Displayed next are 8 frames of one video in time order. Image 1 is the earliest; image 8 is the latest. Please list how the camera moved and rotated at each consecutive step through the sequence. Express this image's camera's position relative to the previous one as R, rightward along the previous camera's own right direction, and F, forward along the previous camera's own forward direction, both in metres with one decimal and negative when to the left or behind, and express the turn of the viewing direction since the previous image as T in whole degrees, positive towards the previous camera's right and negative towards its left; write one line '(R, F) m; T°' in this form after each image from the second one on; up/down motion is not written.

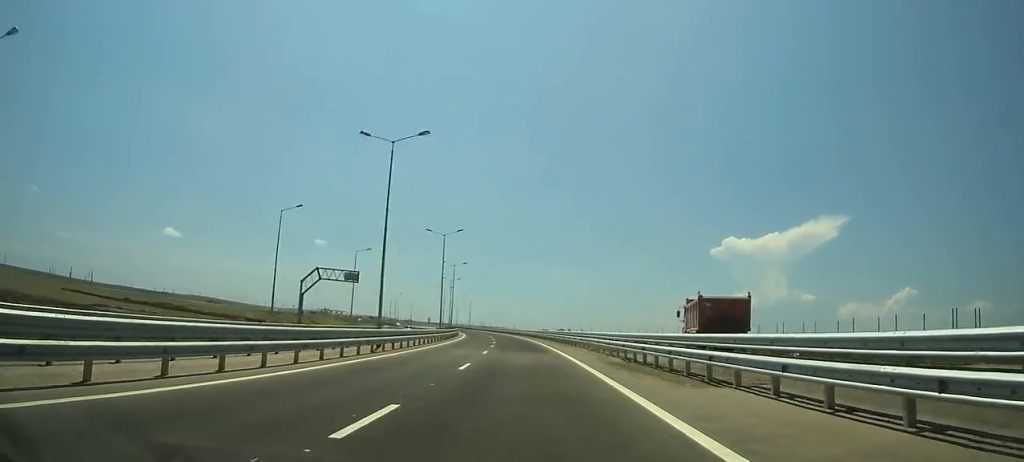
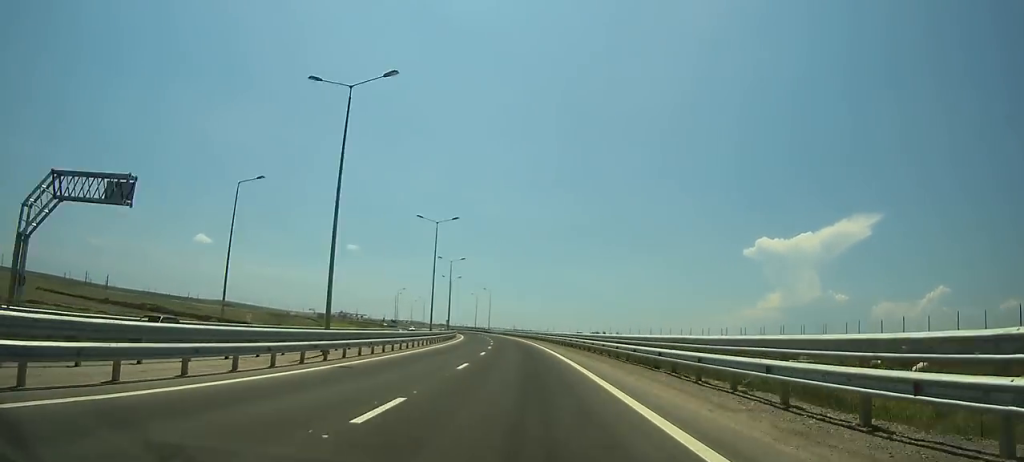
(0.0, +43.7) m; 0°
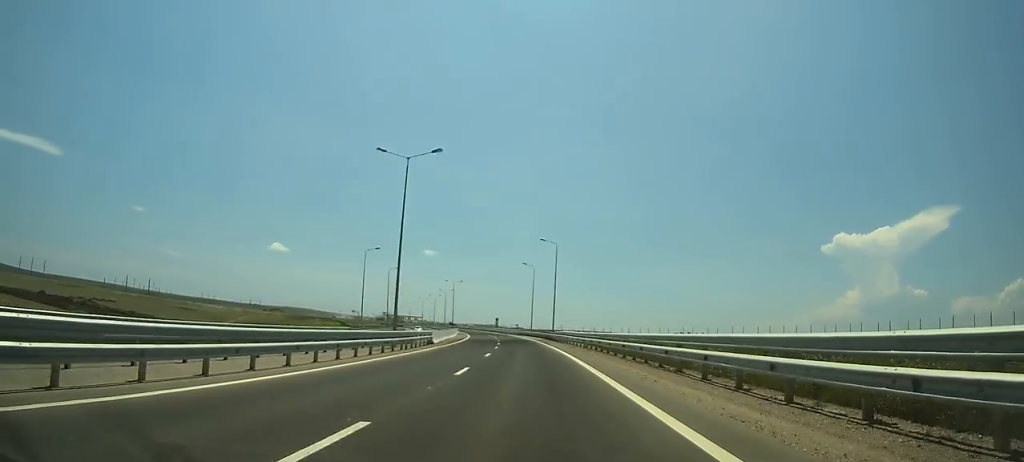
(-0.1, +94.5) m; 0°
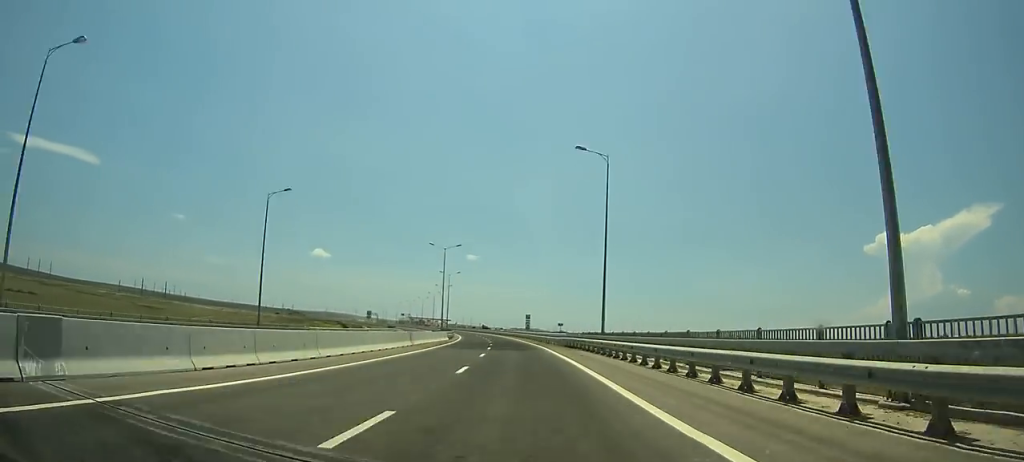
(0.0, +66.8) m; 0°
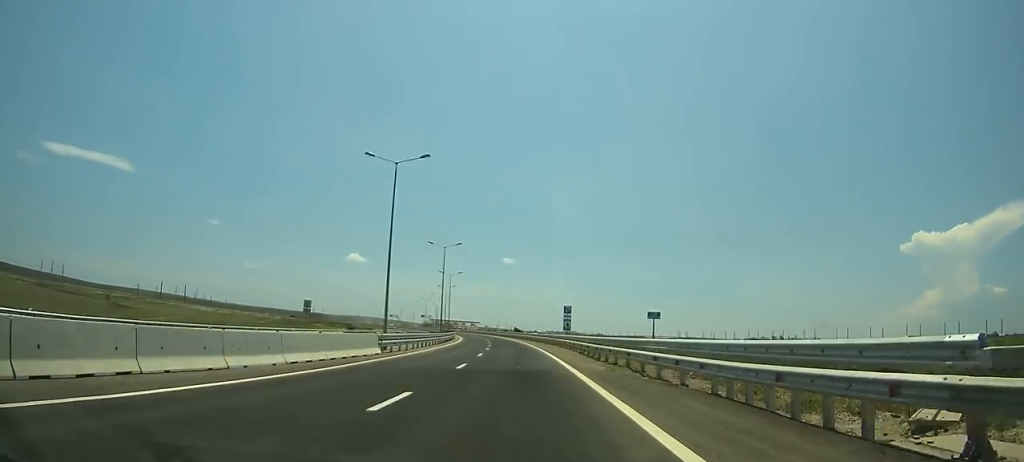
(0.0, +42.4) m; 0°
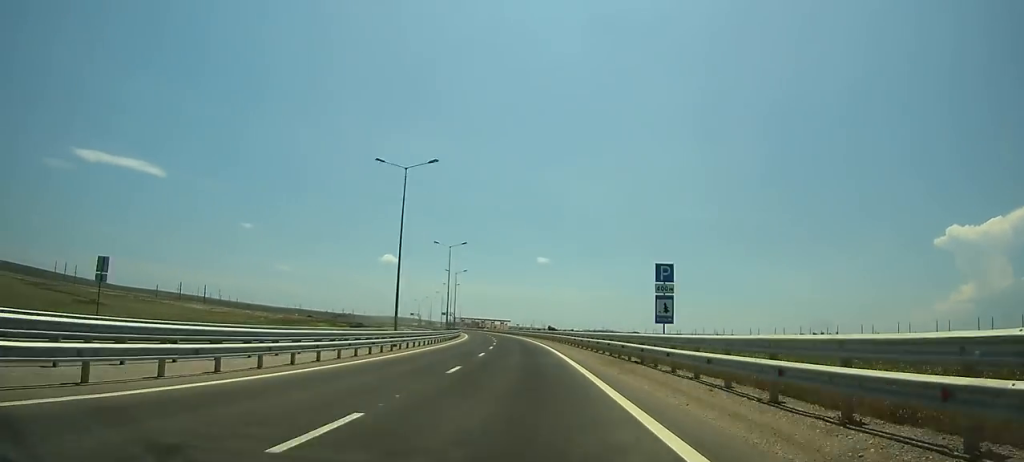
(0.0, +36.9) m; 0°
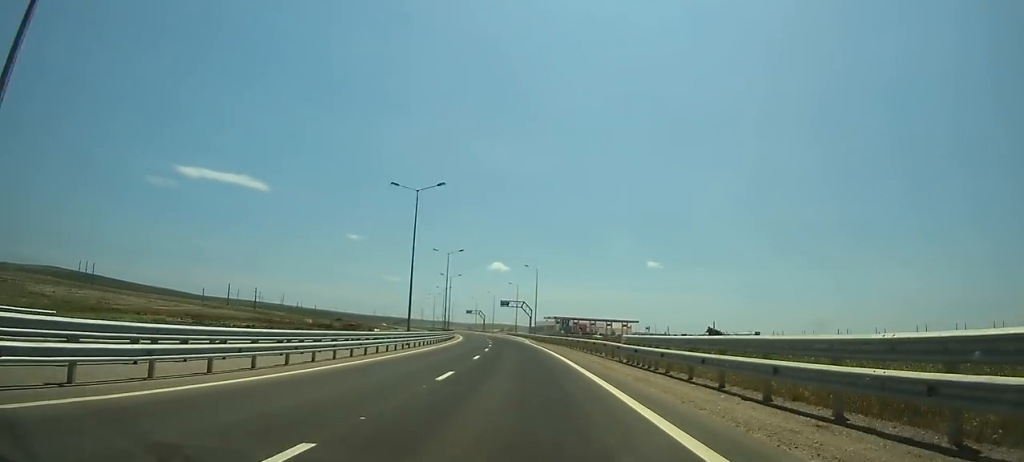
(-0.1, +150.9) m; 0°
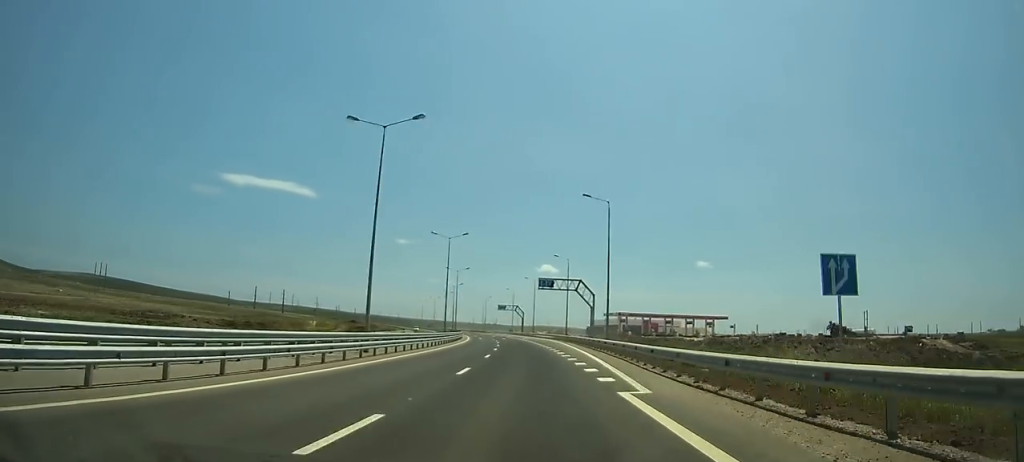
(0.0, +54.0) m; 0°
